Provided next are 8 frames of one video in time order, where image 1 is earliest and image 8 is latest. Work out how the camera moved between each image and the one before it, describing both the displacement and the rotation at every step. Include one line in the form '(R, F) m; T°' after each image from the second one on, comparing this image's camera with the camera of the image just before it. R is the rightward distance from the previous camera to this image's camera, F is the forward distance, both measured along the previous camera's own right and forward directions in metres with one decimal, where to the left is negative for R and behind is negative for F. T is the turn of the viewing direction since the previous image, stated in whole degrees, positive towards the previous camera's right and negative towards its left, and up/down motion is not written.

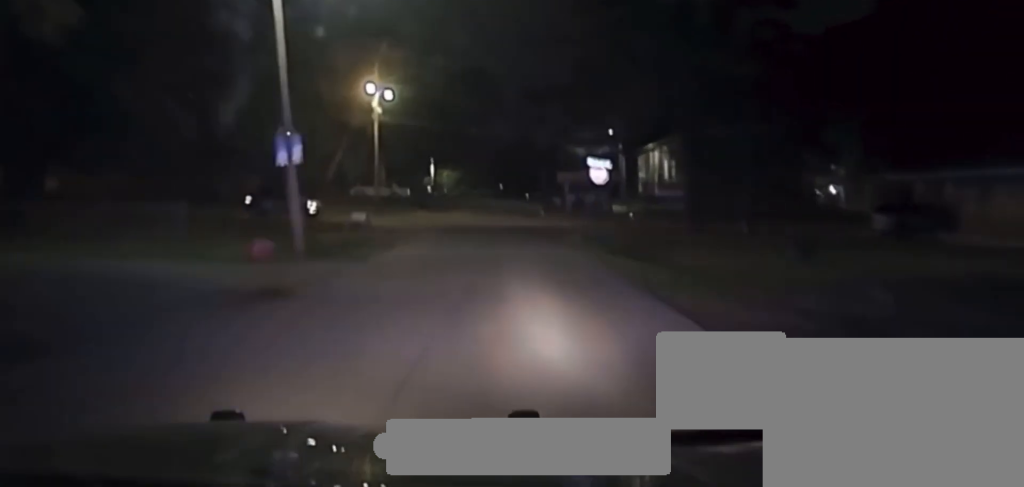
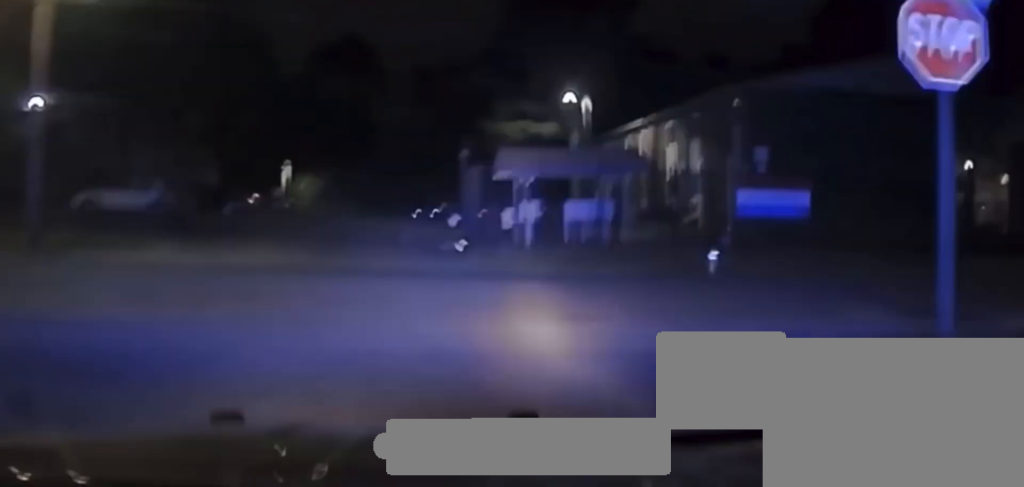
(+1.7, +38.7) m; +18°
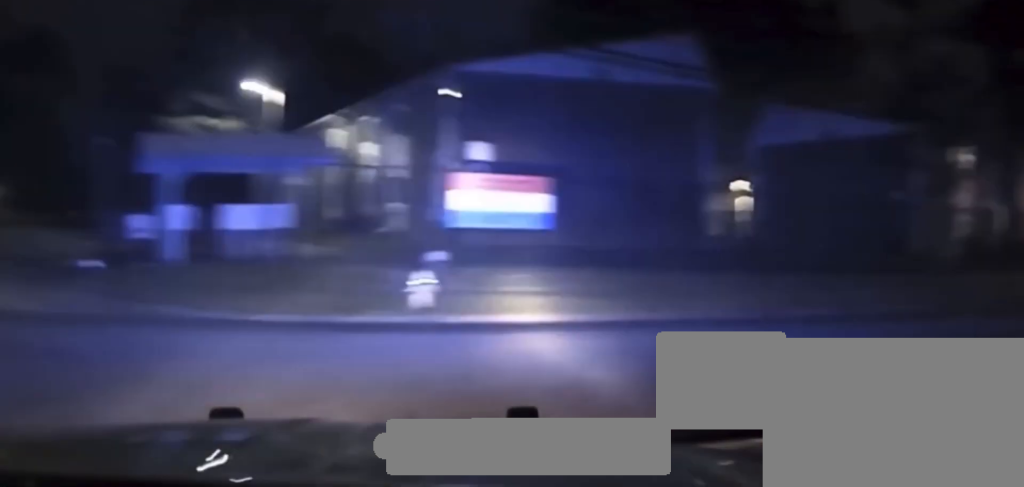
(0.0, +6.2) m; +20°
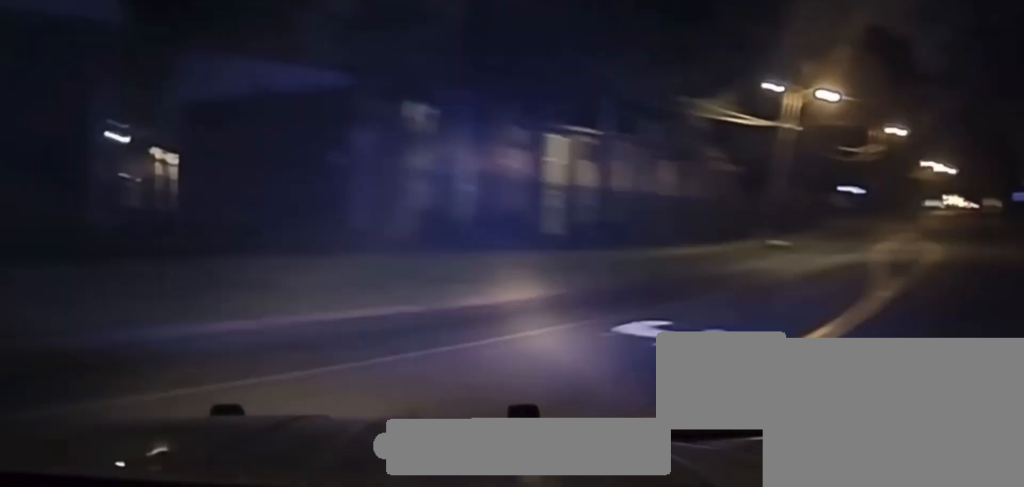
(+2.3, +5.1) m; +32°
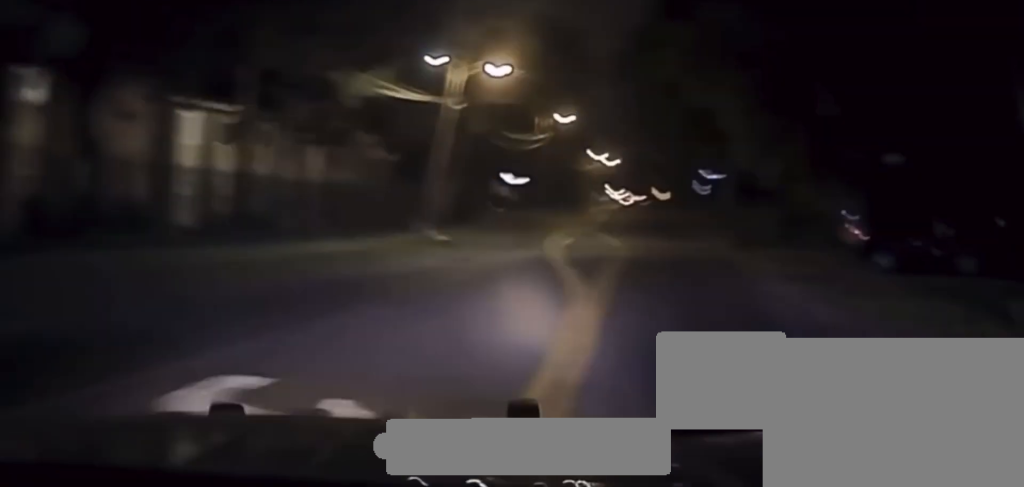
(+1.0, +5.0) m; +13°
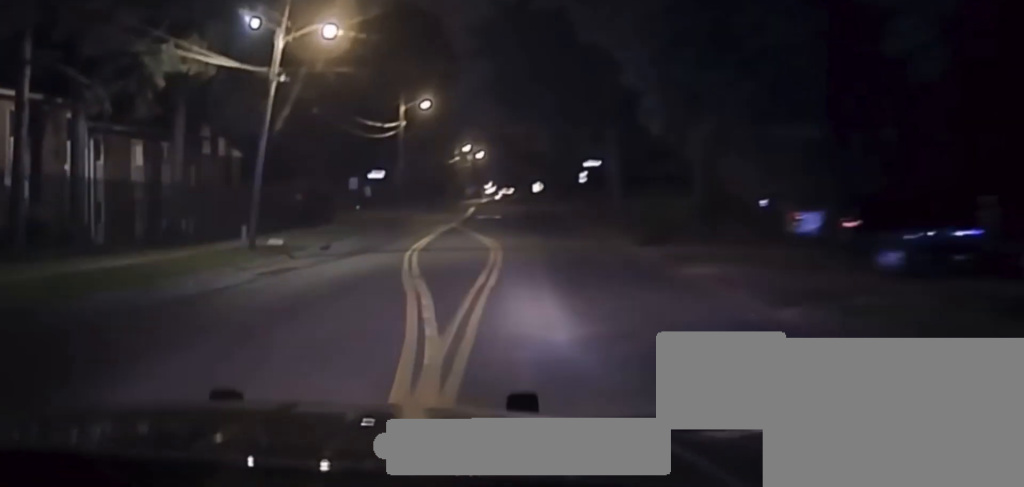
(+1.1, +8.1) m; +7°
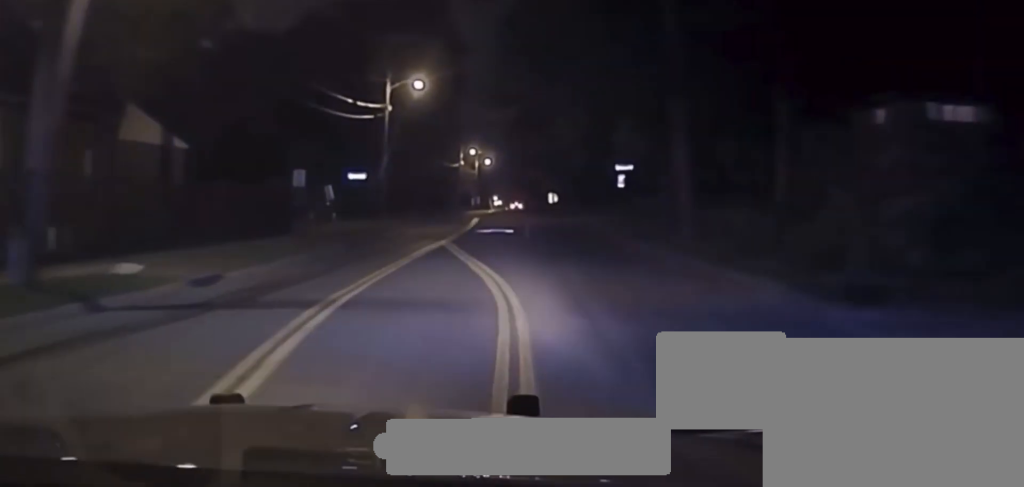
(+0.4, +17.8) m; +1°
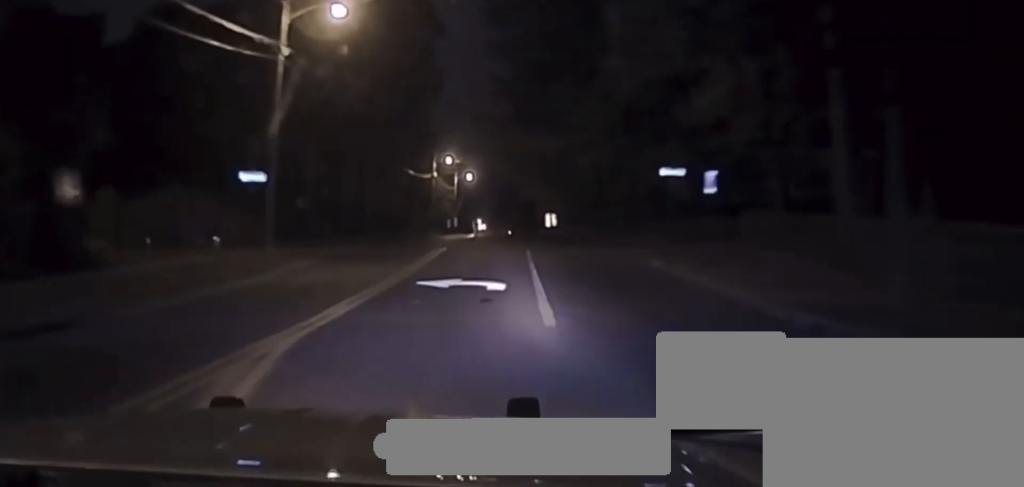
(-0.3, +30.3) m; -1°
